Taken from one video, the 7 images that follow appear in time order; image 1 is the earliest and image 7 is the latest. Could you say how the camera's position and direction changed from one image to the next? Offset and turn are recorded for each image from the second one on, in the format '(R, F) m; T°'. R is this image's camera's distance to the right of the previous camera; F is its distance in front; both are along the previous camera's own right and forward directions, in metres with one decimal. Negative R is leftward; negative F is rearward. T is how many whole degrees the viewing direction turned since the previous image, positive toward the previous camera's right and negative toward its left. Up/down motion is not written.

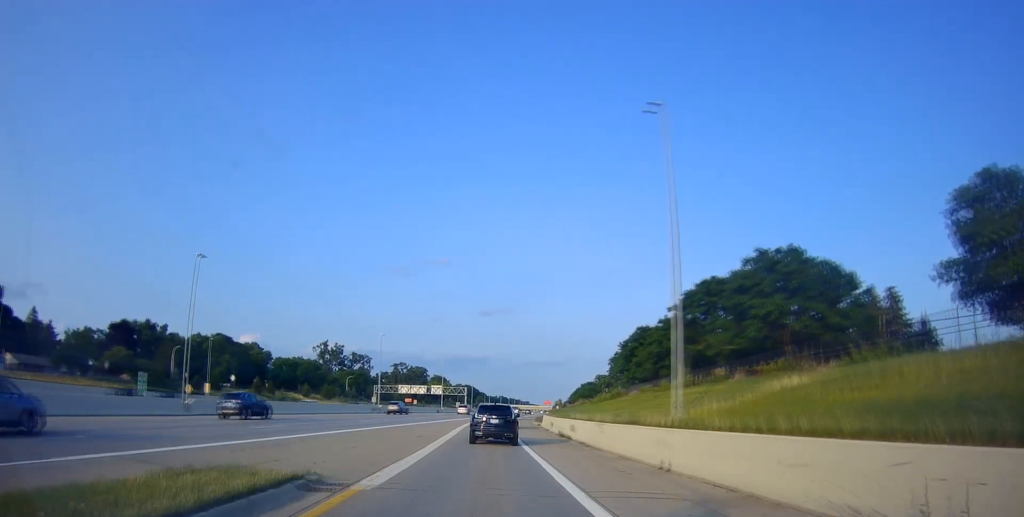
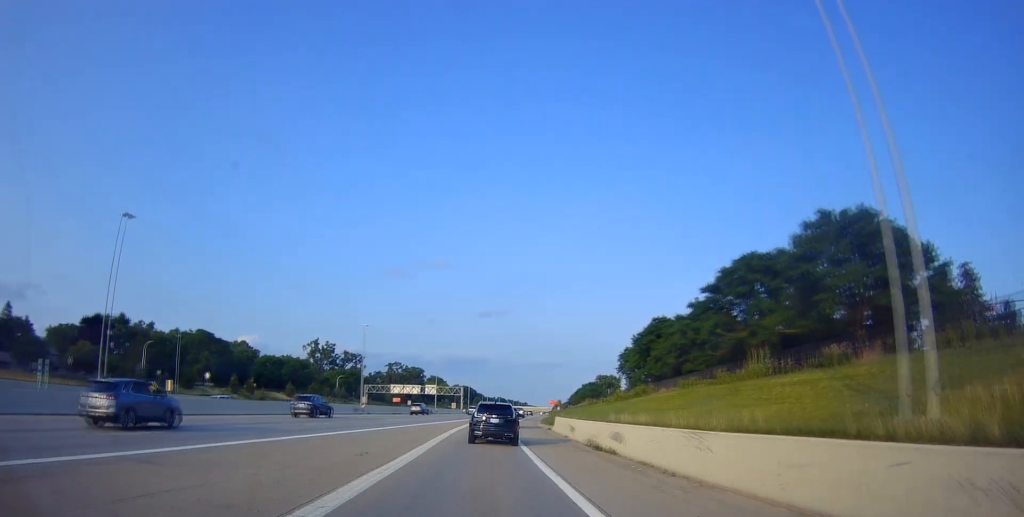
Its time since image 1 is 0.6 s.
(-0.3, +11.6) m; -1°
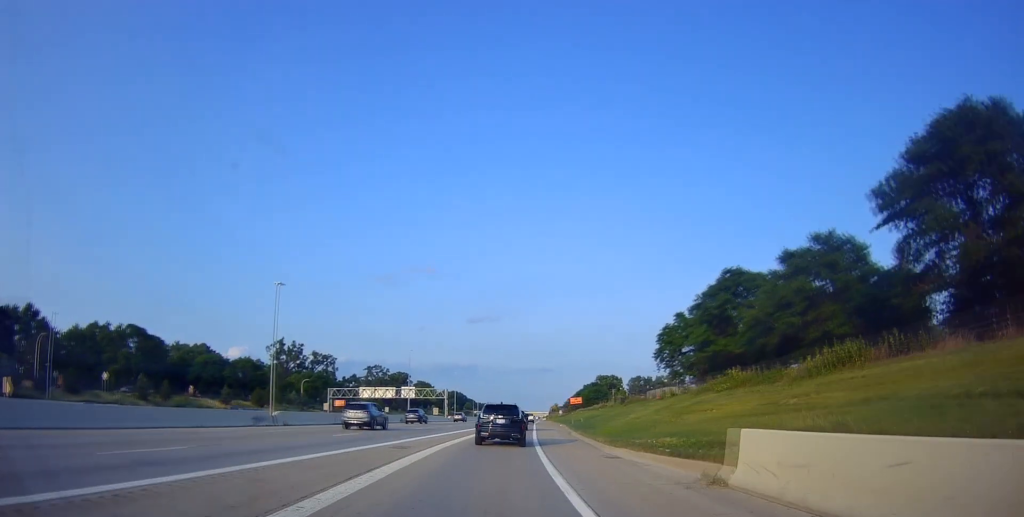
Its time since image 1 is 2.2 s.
(0.0, +34.1) m; +1°
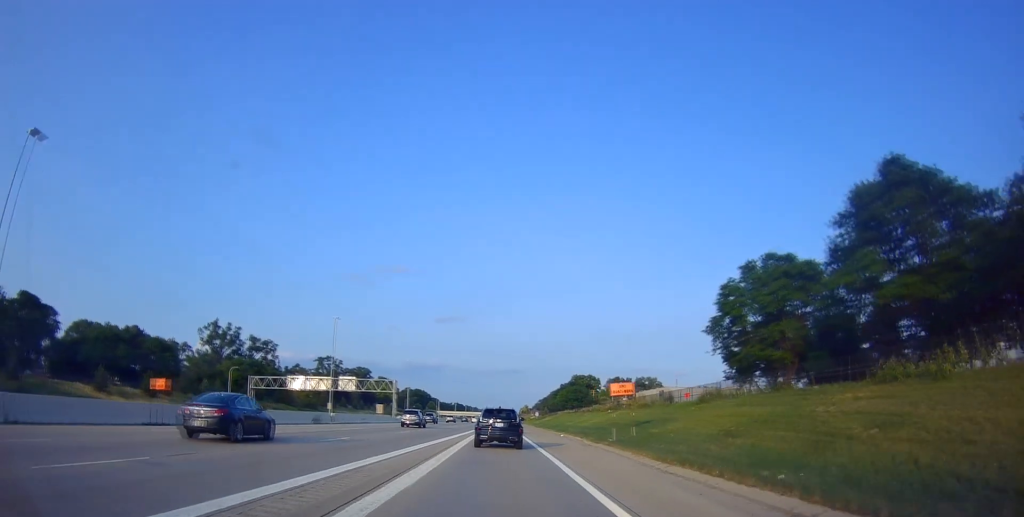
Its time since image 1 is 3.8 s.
(-0.8, +34.6) m; 0°
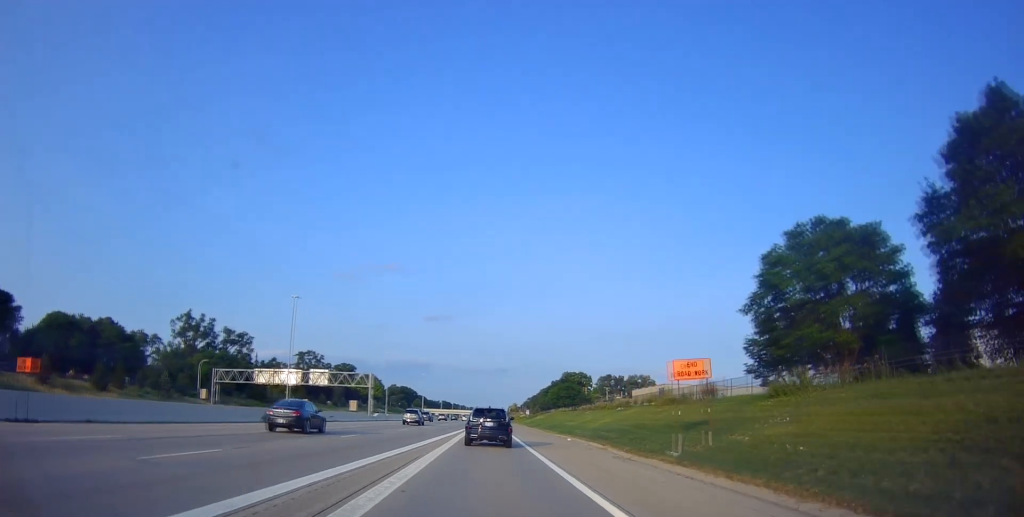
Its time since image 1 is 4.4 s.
(+0.4, +11.9) m; +2°
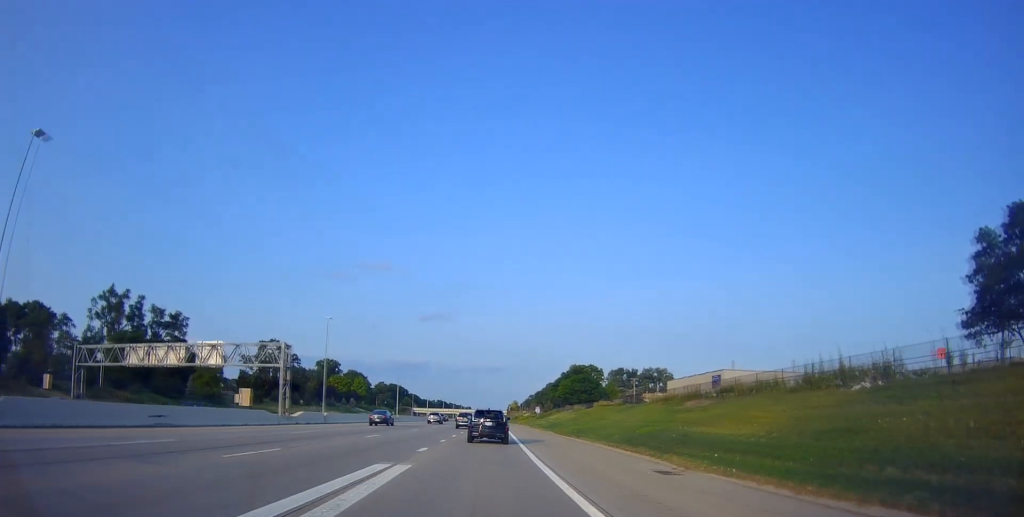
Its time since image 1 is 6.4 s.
(+2.0, +41.1) m; +3°
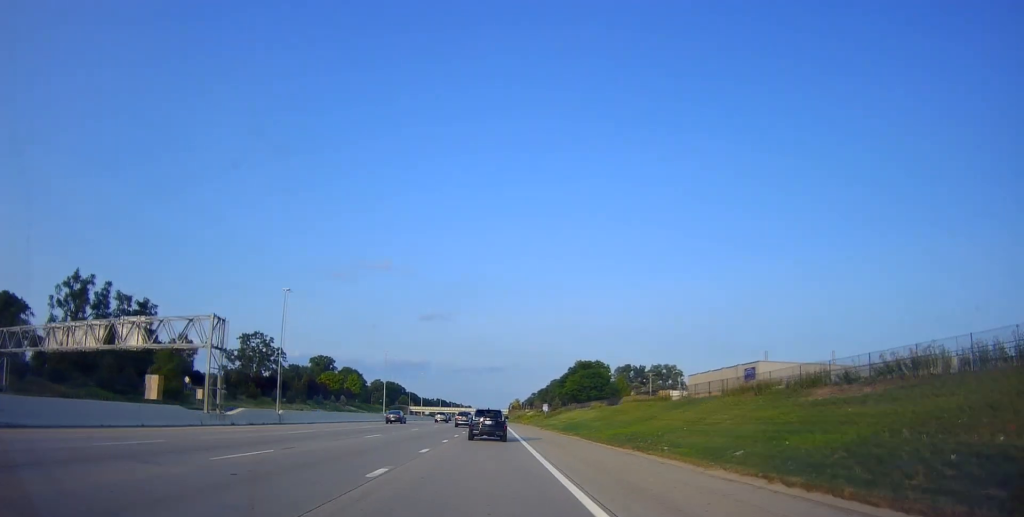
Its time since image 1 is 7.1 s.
(0.0, +15.6) m; 0°
